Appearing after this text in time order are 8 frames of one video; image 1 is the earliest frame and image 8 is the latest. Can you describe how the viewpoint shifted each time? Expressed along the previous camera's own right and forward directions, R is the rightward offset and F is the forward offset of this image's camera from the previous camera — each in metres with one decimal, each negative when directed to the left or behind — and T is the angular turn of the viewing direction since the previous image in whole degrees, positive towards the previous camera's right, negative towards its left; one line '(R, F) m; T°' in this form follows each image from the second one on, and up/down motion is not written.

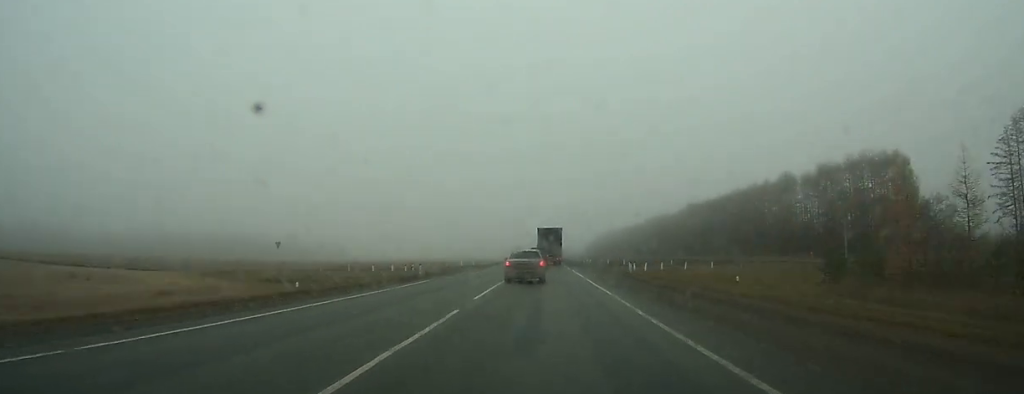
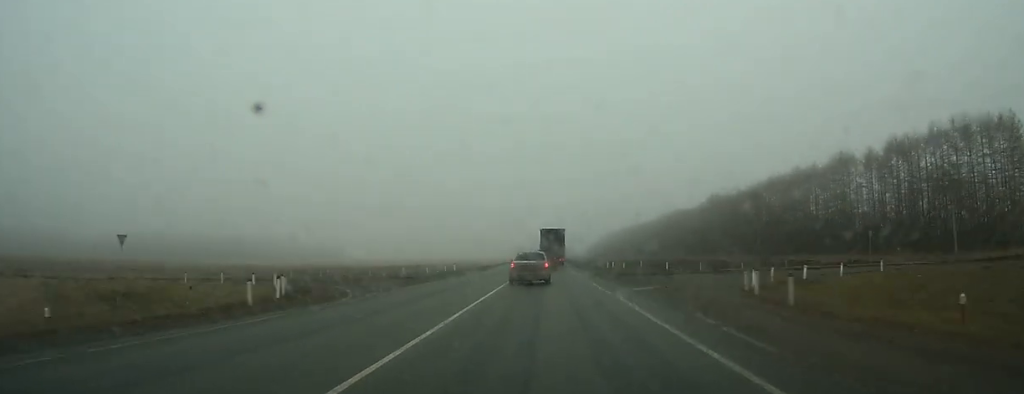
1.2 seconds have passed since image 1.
(0.0, +26.2) m; 0°
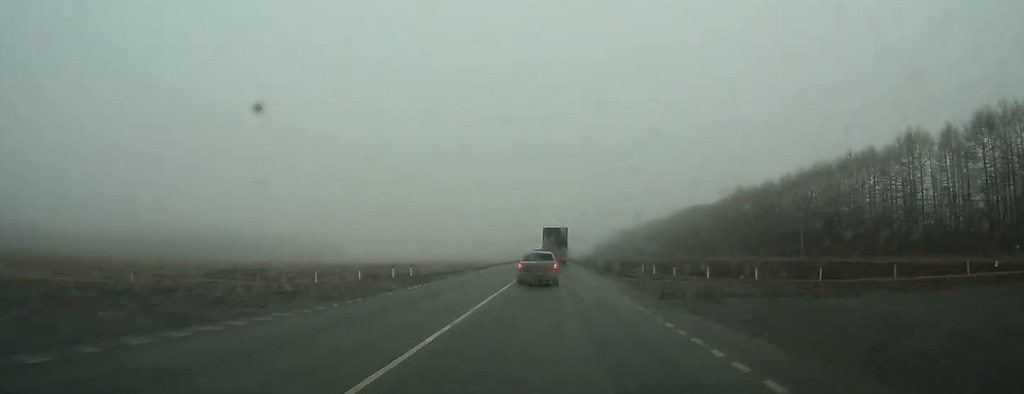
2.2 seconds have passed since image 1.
(0.0, +21.7) m; 0°
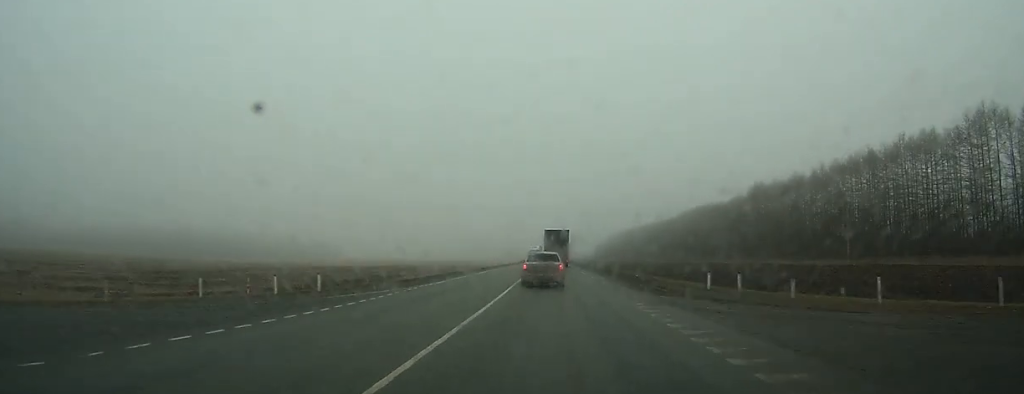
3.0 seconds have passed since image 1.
(0.0, +17.2) m; 0°
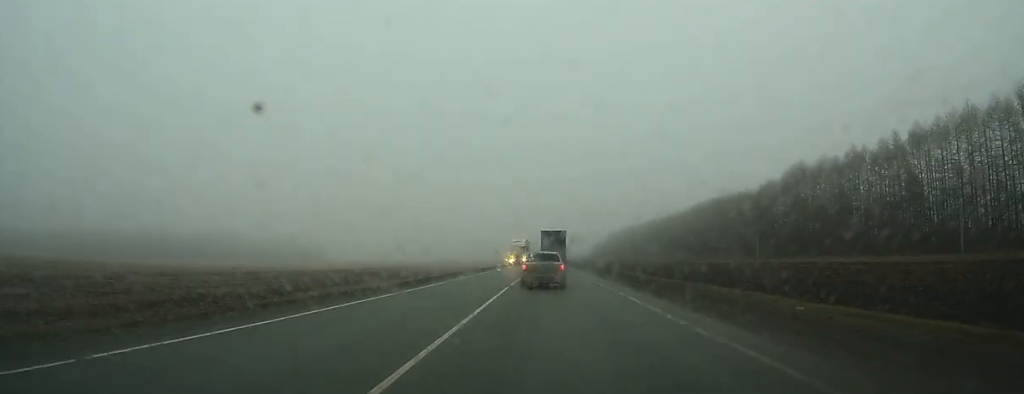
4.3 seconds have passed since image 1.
(-0.1, +28.5) m; 0°
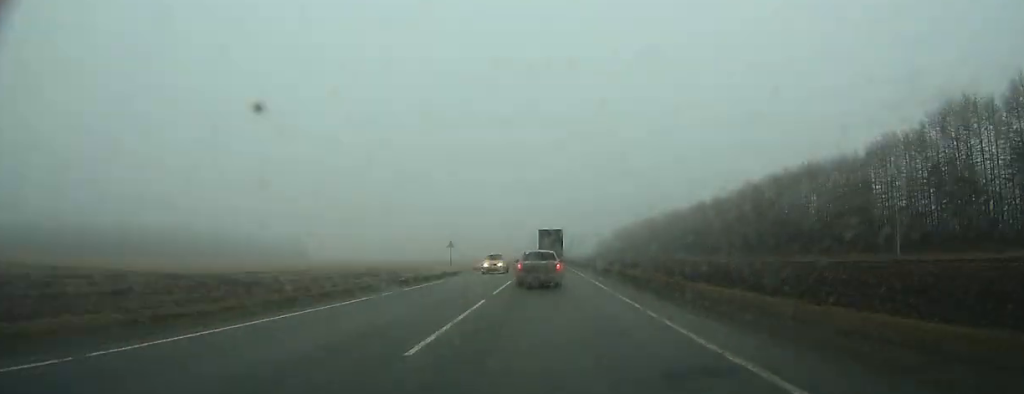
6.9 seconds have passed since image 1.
(+0.3, +55.0) m; +1°
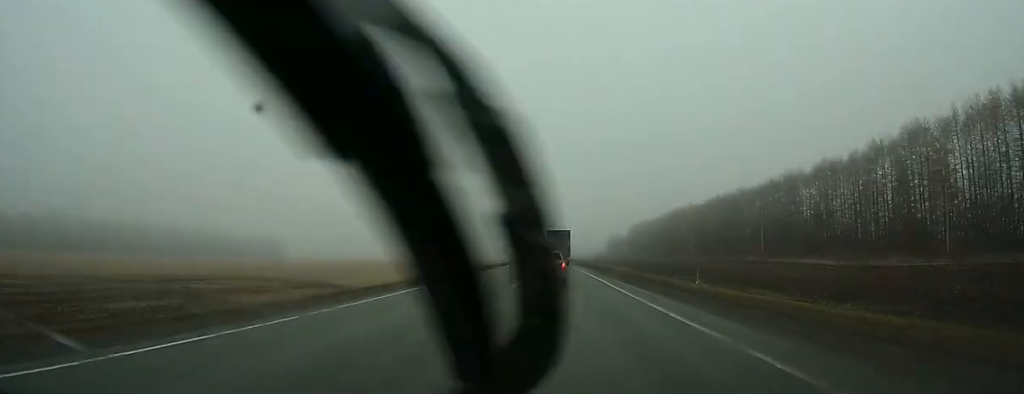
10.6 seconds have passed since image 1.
(+0.5, +76.5) m; 0°
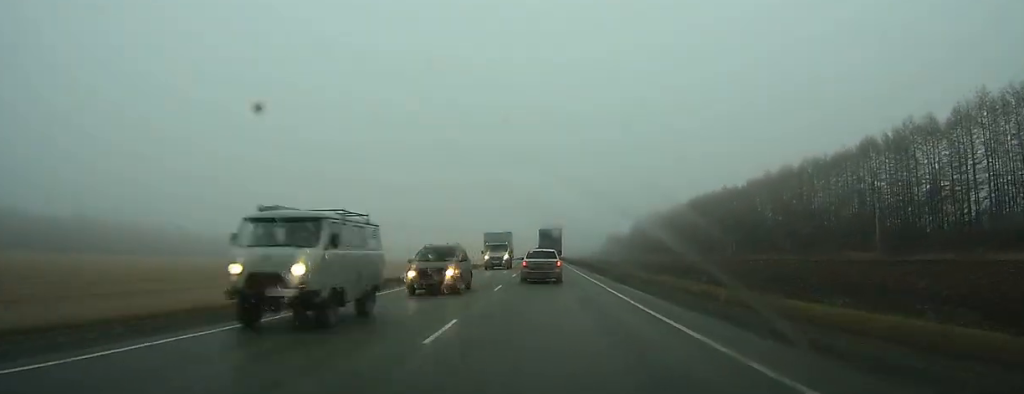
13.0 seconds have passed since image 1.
(-0.1, +49.9) m; 0°
